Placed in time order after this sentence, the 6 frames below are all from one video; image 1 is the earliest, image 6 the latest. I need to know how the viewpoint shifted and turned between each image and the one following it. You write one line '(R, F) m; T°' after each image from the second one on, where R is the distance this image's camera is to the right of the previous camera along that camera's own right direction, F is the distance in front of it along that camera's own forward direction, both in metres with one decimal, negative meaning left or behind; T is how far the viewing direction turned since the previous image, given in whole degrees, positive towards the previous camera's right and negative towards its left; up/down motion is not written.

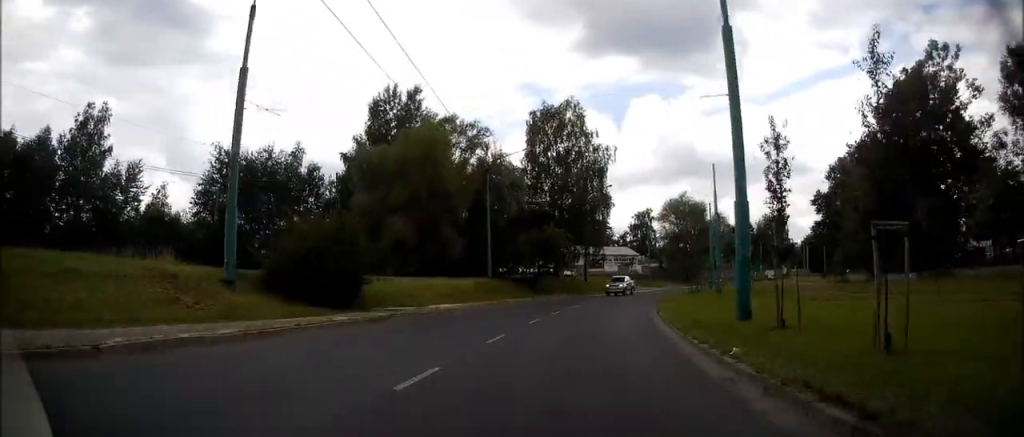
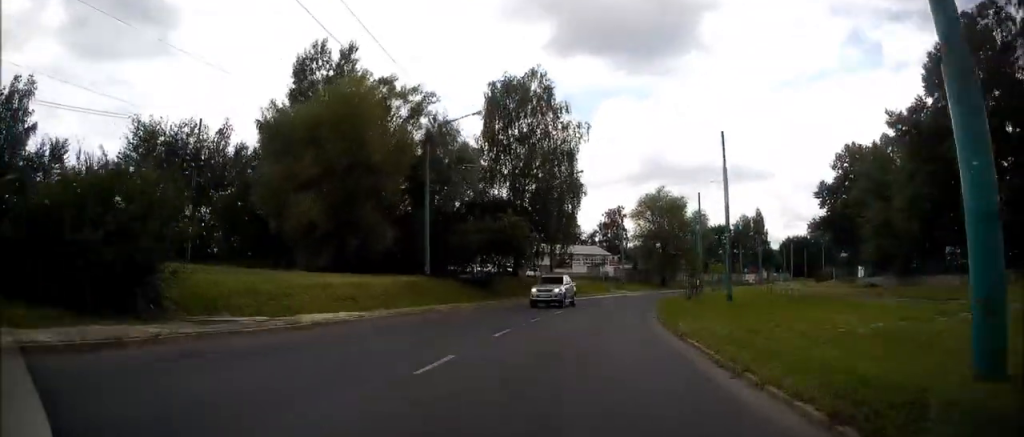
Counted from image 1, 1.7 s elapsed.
(+0.8, +20.7) m; +6°
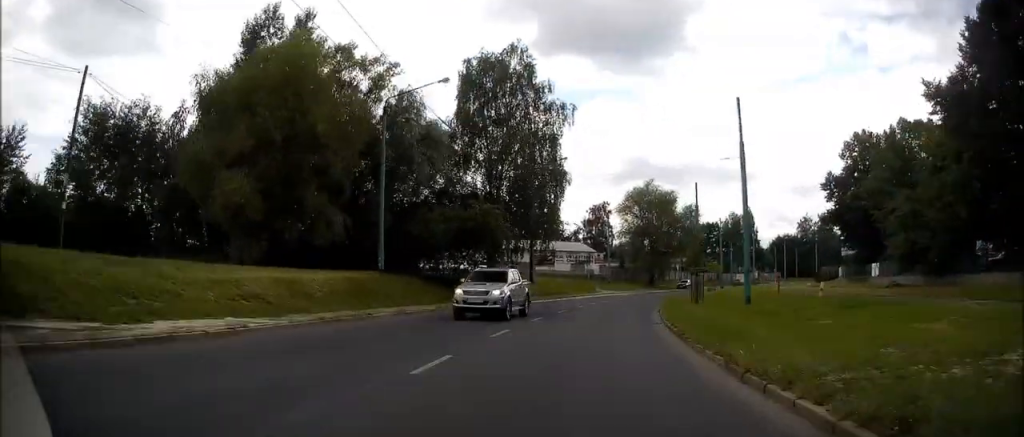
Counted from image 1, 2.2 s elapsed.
(+0.2, +5.9) m; +2°
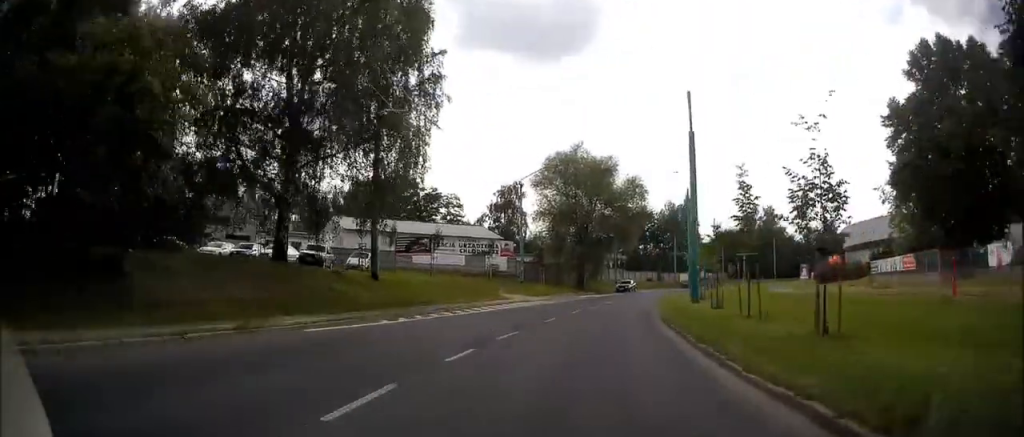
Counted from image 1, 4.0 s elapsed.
(+1.9, +26.3) m; +9°
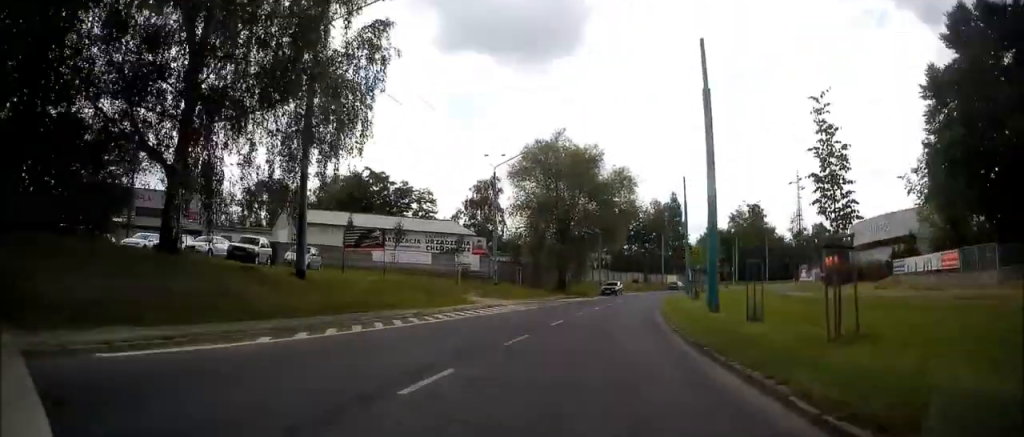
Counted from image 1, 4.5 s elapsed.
(+0.1, +6.7) m; +2°
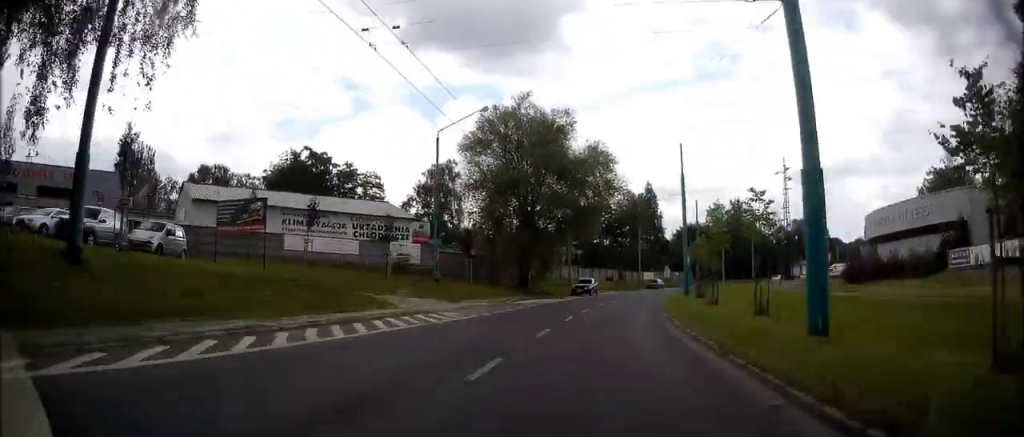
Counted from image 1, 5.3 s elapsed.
(+0.2, +10.6) m; +3°
